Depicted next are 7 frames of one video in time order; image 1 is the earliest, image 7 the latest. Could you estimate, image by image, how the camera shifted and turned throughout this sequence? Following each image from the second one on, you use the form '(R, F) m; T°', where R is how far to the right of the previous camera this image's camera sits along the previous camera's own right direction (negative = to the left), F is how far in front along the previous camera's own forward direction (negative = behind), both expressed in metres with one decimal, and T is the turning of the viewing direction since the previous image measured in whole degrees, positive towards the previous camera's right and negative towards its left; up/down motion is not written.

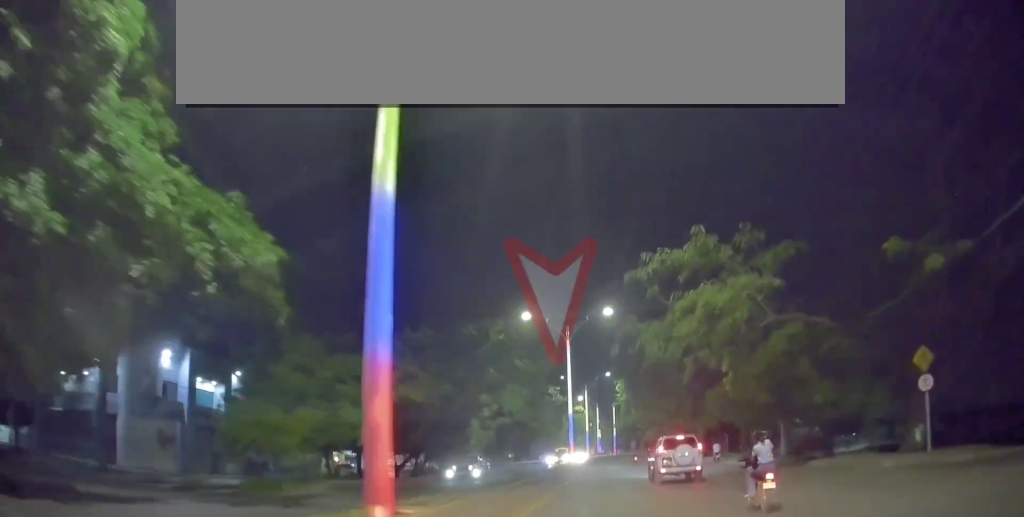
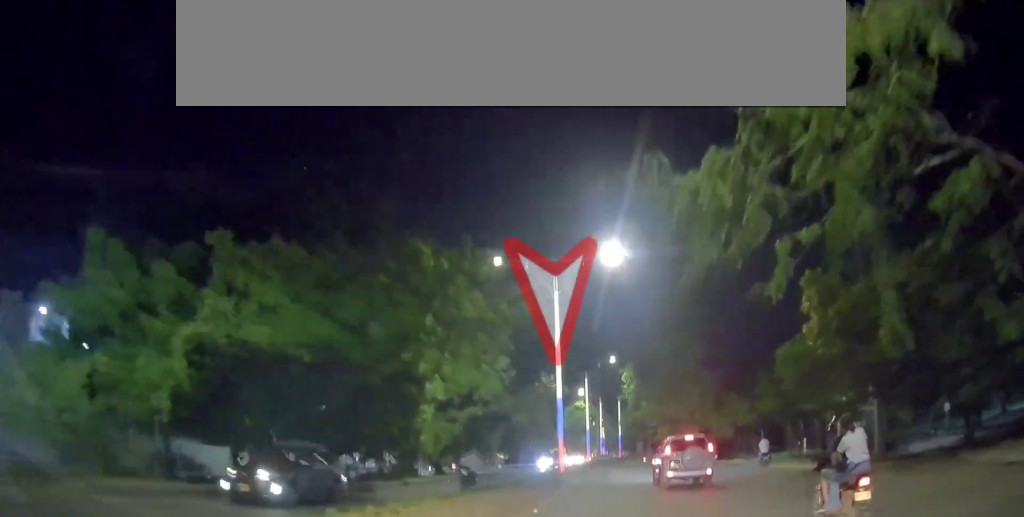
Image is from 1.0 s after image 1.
(-0.2, +12.9) m; +2°
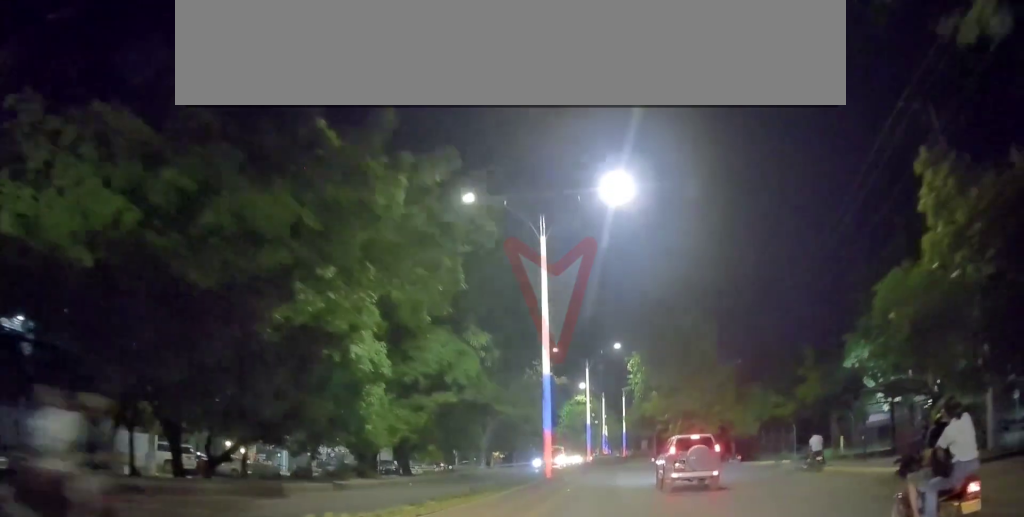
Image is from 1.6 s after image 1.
(+0.3, +7.9) m; +1°
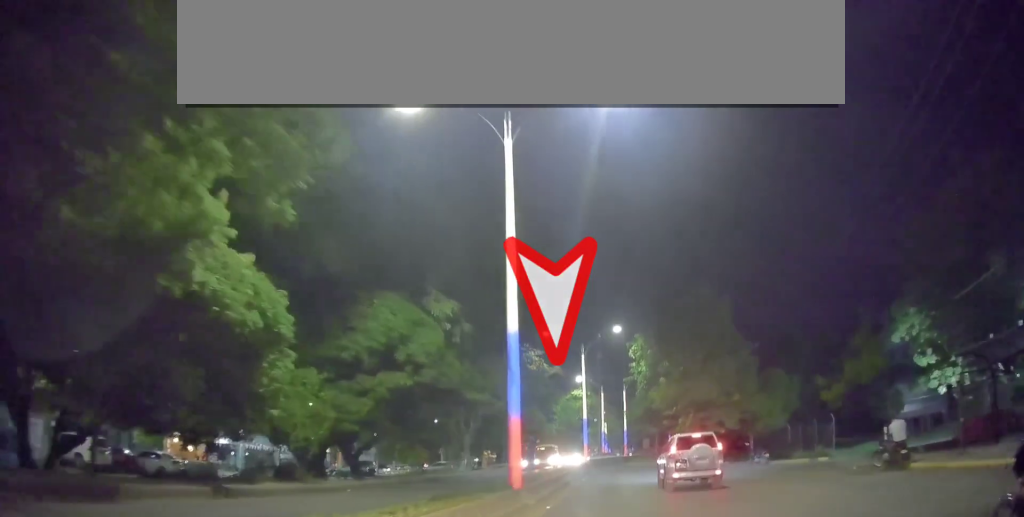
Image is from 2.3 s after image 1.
(+0.2, +7.6) m; +1°
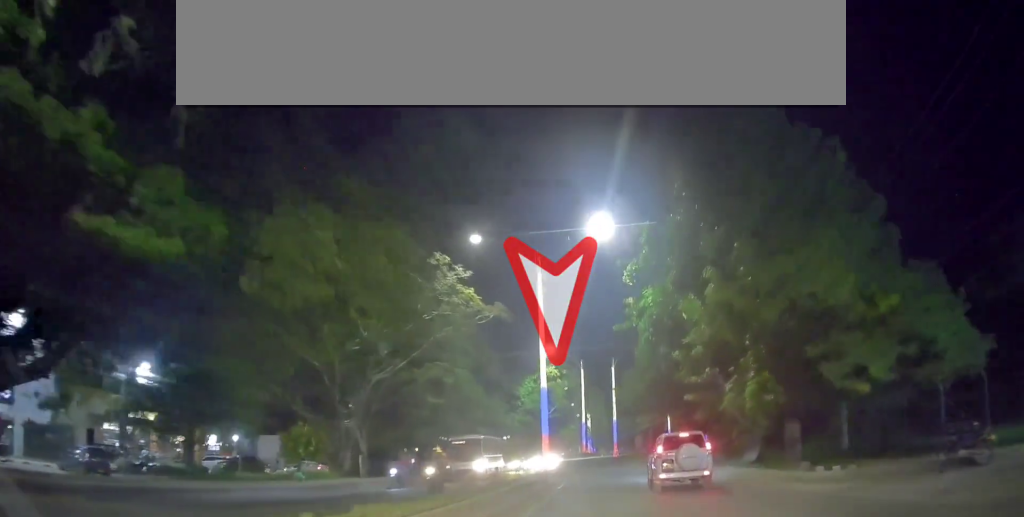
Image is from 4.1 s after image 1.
(+0.1, +22.7) m; -3°
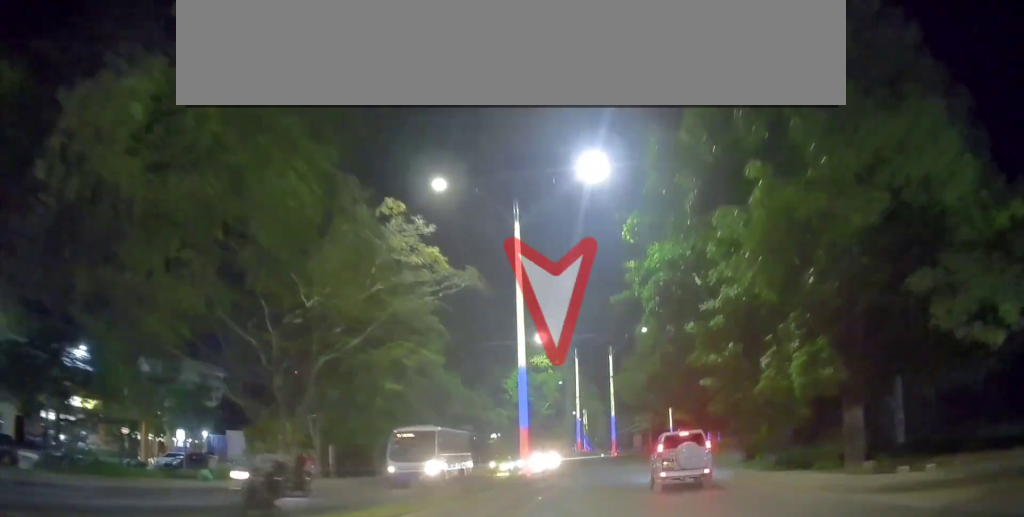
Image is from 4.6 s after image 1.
(-0.4, +5.8) m; 0°
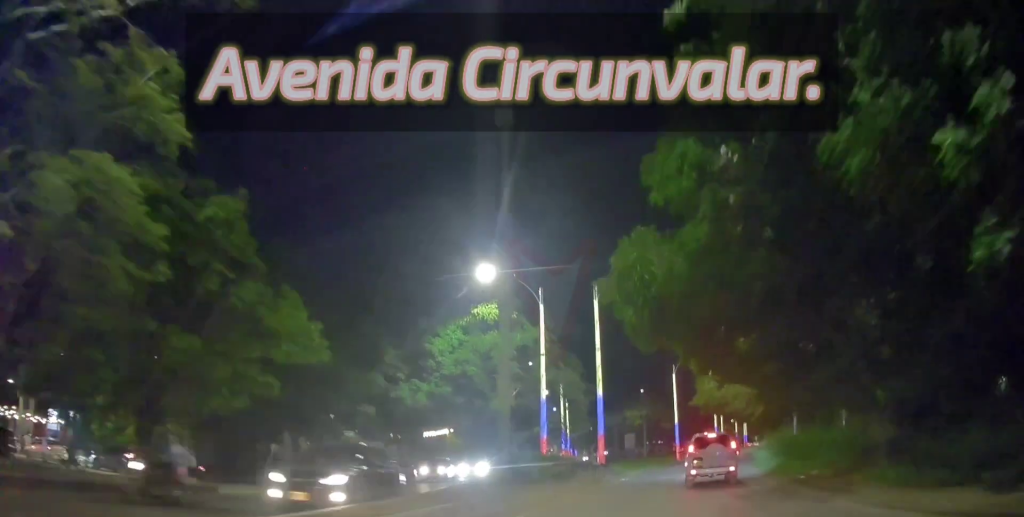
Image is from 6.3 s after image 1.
(+0.6, +19.4) m; +5°
